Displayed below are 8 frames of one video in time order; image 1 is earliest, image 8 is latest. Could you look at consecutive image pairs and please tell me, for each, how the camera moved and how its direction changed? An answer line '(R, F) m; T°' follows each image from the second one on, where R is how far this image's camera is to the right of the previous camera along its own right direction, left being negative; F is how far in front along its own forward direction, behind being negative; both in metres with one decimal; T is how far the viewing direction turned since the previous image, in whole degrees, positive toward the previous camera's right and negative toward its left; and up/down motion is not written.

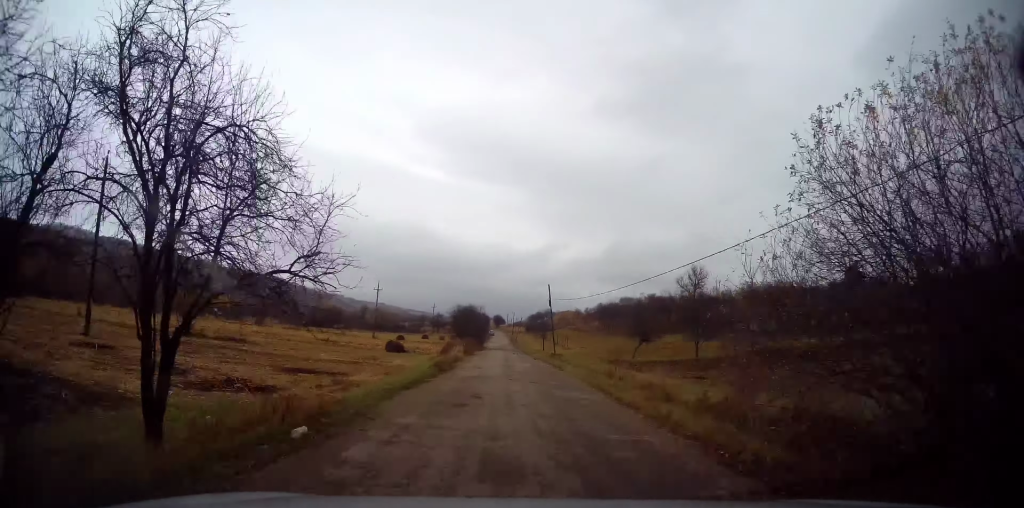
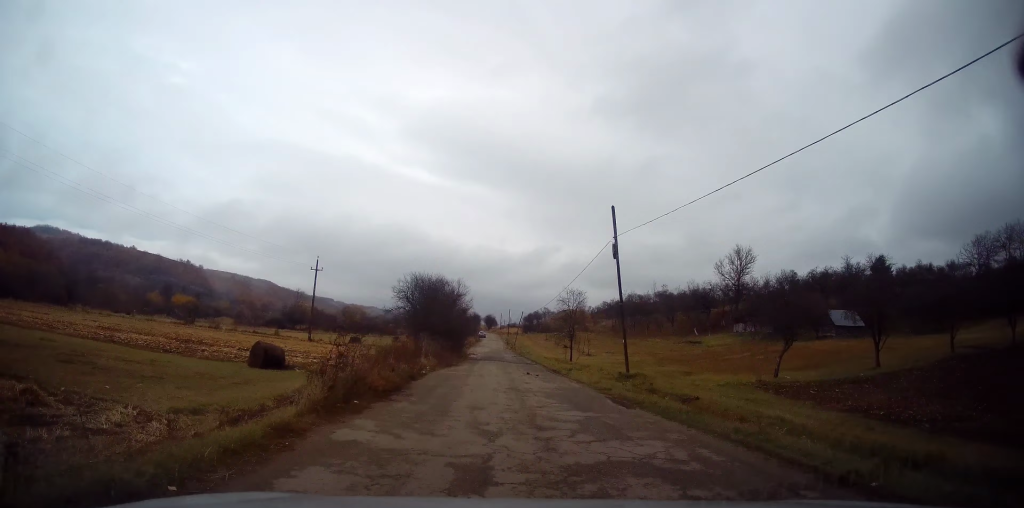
(+1.2, +31.1) m; +3°
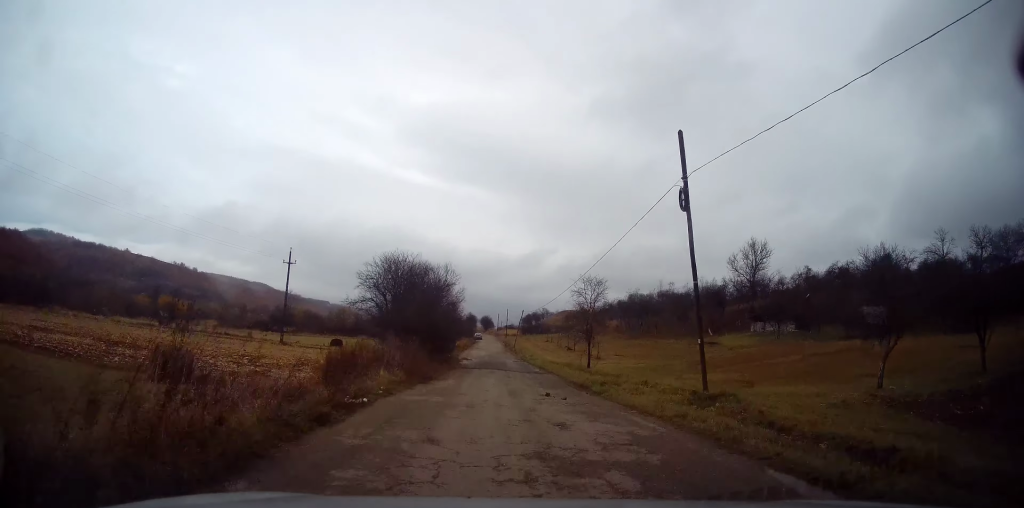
(0.0, +8.4) m; -2°
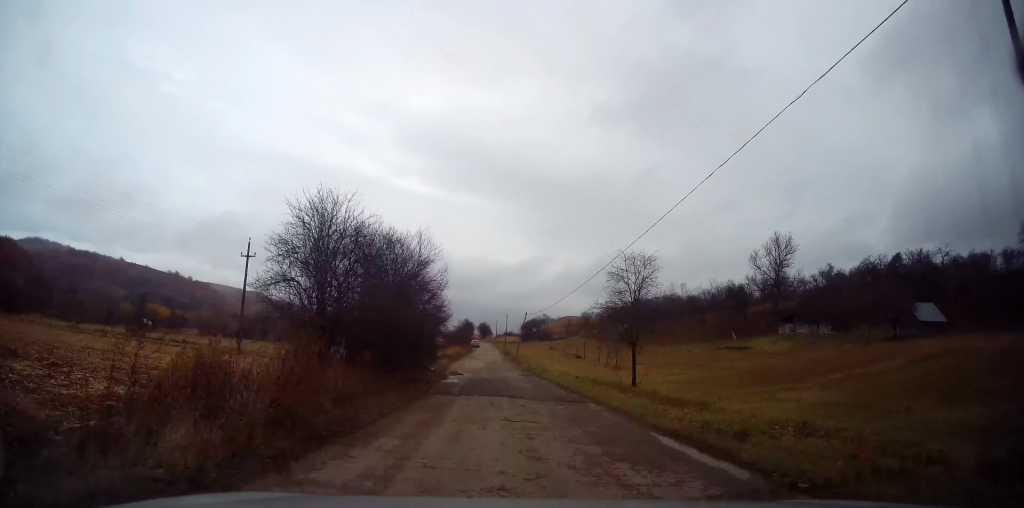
(-0.2, +10.4) m; -1°
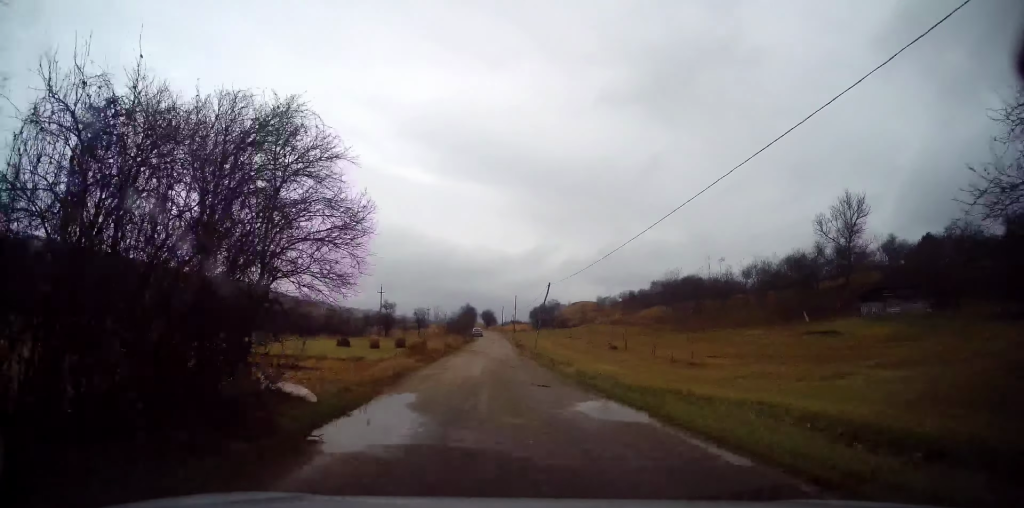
(+0.1, +20.8) m; +2°
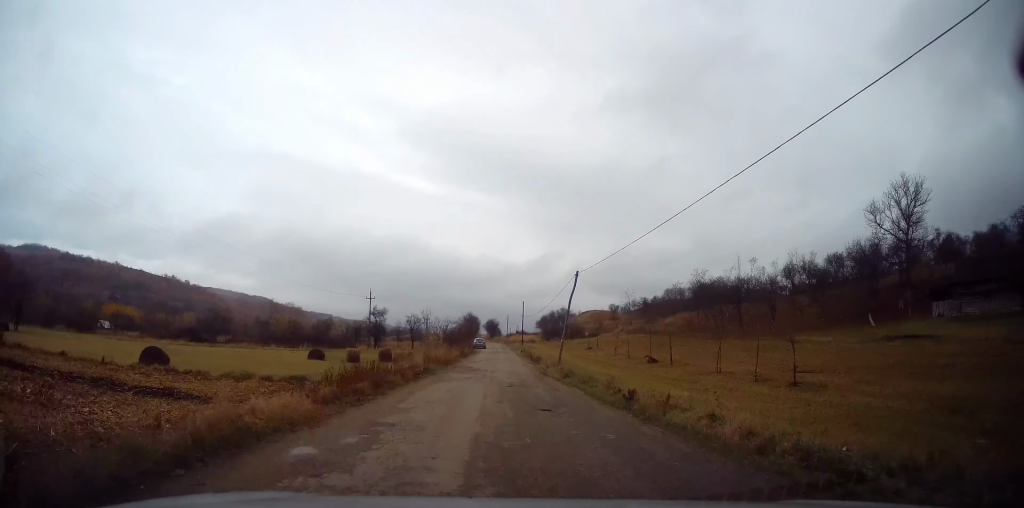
(+0.3, +12.6) m; 0°
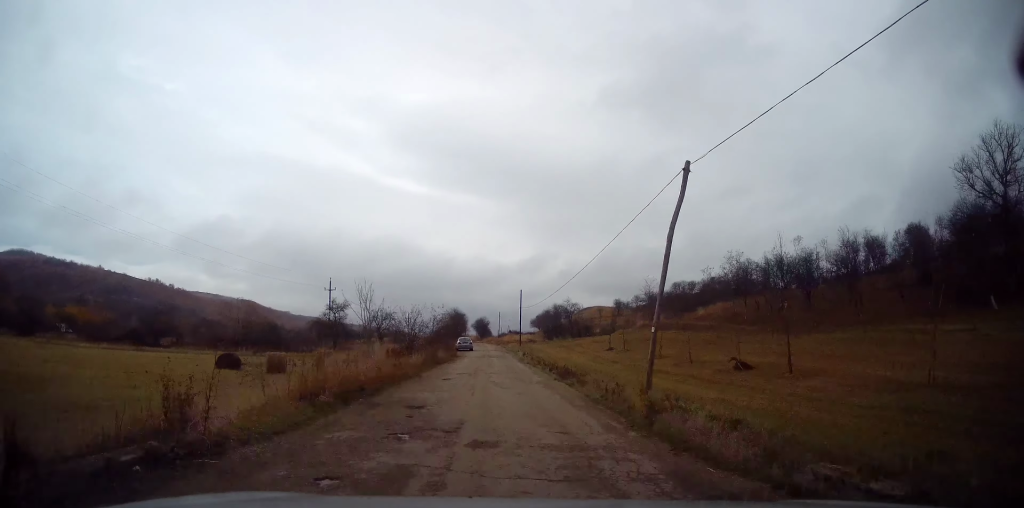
(-0.3, +18.7) m; -1°
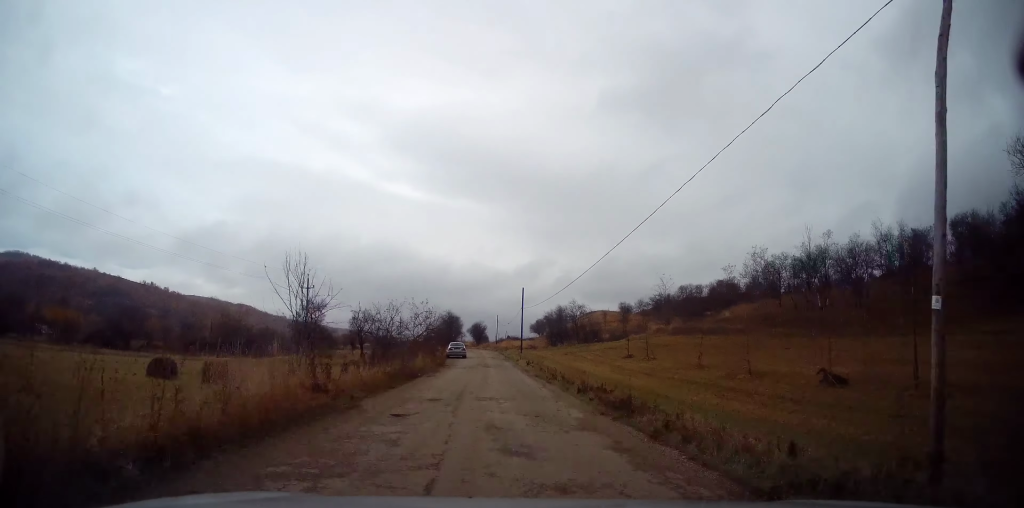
(-0.1, +8.6) m; 0°
